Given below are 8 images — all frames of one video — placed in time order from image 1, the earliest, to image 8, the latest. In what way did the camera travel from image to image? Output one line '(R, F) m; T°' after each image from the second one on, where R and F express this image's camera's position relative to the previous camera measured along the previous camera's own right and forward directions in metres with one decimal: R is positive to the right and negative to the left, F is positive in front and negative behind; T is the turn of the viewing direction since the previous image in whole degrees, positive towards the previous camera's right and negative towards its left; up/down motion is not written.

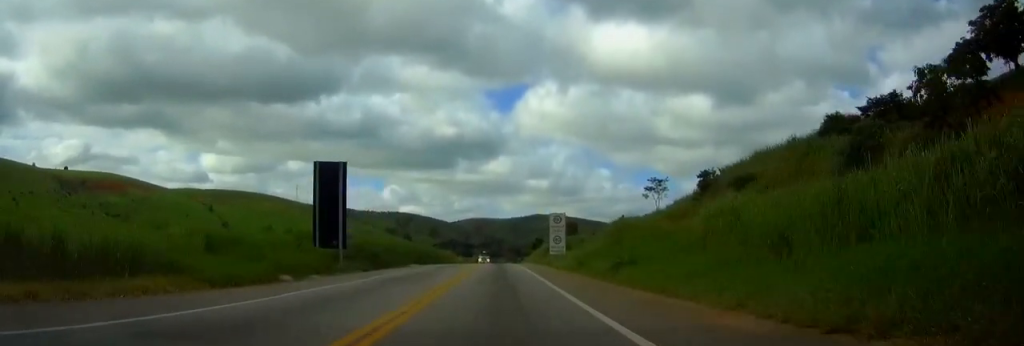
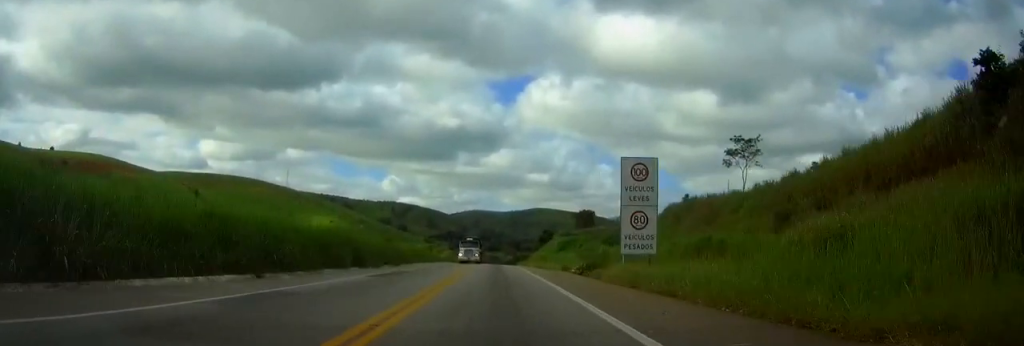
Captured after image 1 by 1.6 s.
(+0.2, +49.3) m; 0°
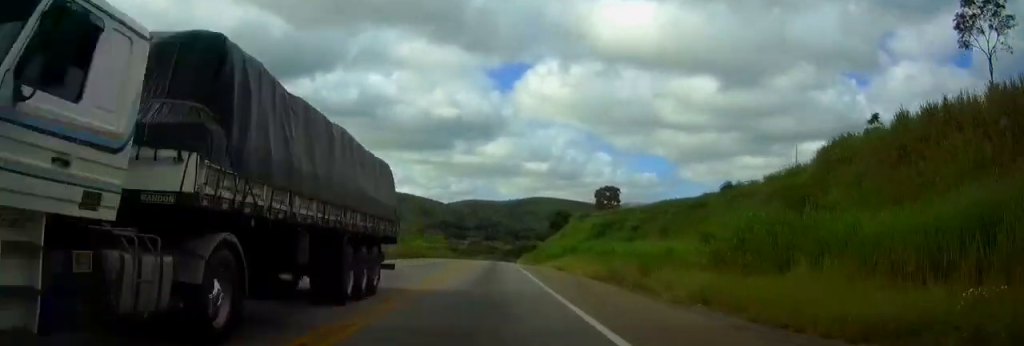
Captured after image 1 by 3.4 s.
(0.0, +51.1) m; 0°
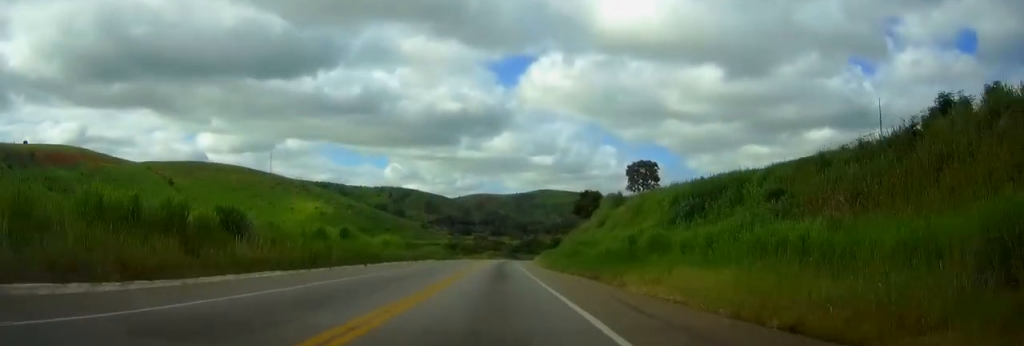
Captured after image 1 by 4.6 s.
(-0.1, +37.6) m; 0°
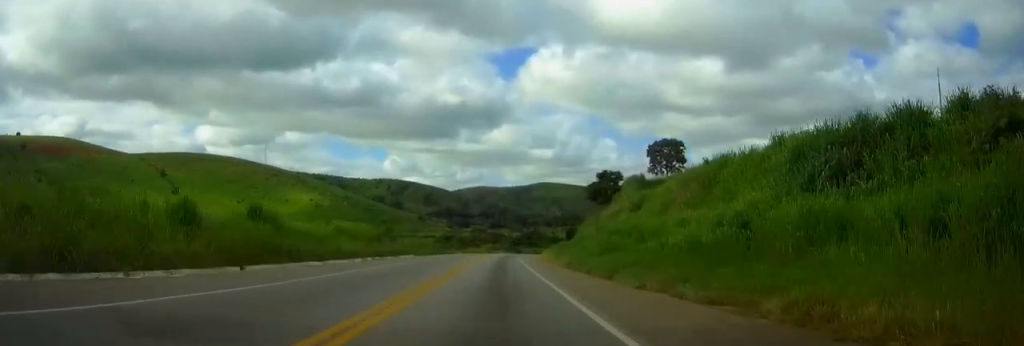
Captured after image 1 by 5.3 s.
(-0.2, +20.2) m; 0°
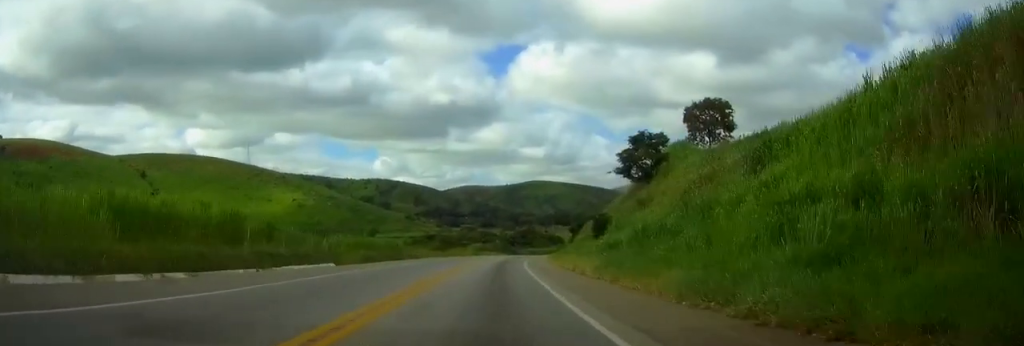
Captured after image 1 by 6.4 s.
(+0.3, +29.2) m; +1°
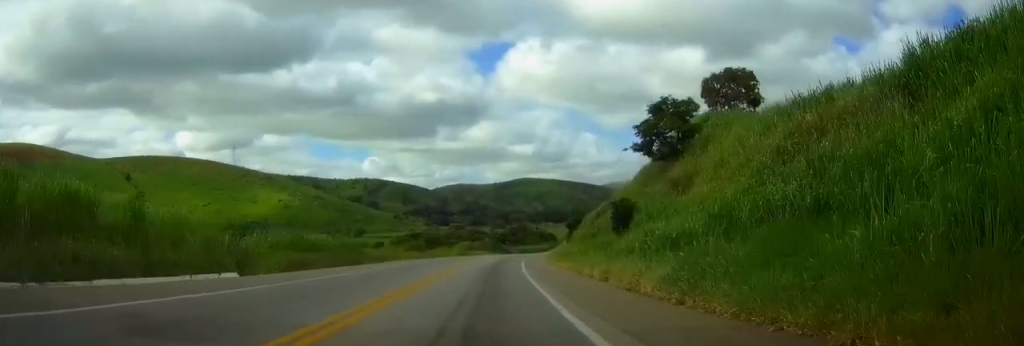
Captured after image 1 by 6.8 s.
(+0.1, +13.5) m; +1°
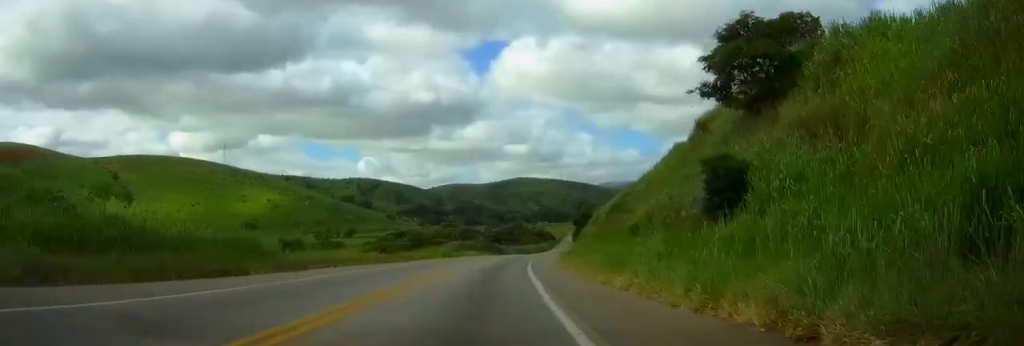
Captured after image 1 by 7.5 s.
(+0.1, +19.2) m; +1°
